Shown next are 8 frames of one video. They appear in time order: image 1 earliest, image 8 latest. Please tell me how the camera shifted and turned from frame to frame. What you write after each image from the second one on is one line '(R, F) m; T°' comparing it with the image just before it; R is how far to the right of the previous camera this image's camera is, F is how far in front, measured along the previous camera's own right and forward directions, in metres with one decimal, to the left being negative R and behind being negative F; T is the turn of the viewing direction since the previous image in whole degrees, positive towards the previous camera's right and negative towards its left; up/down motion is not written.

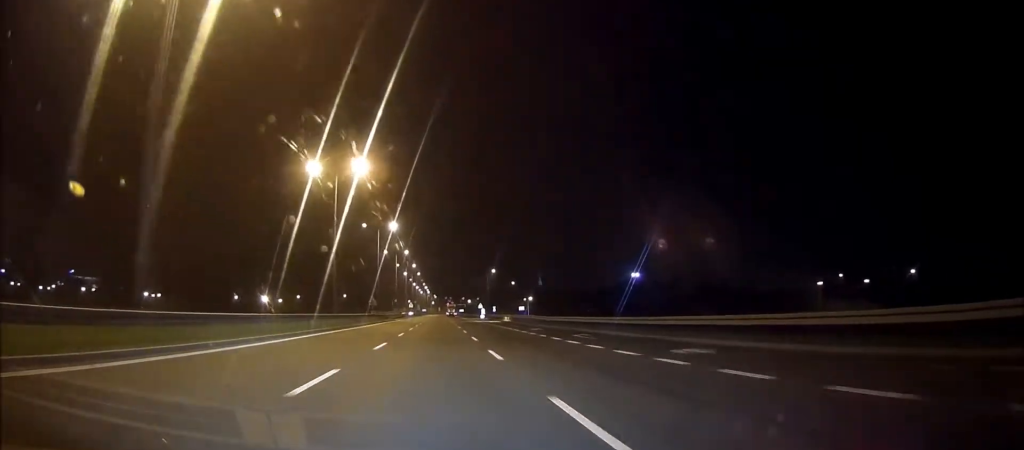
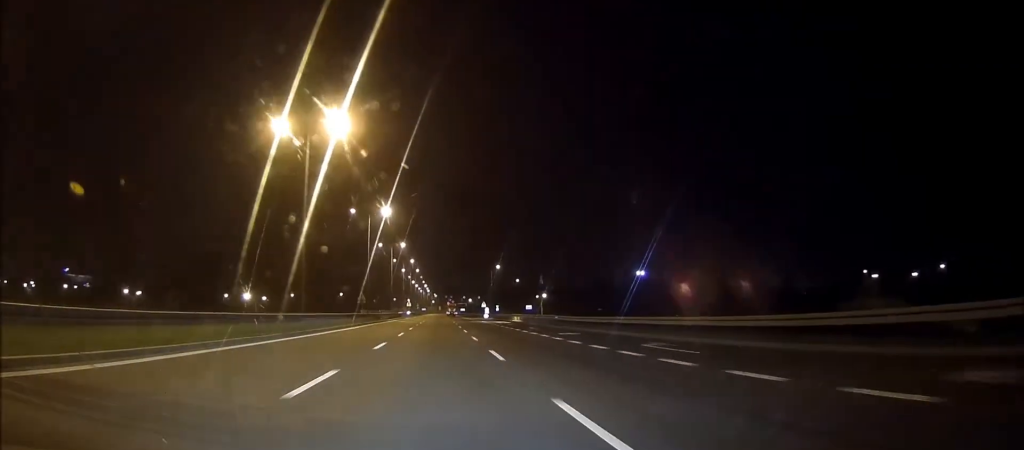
(0.0, +12.0) m; 0°
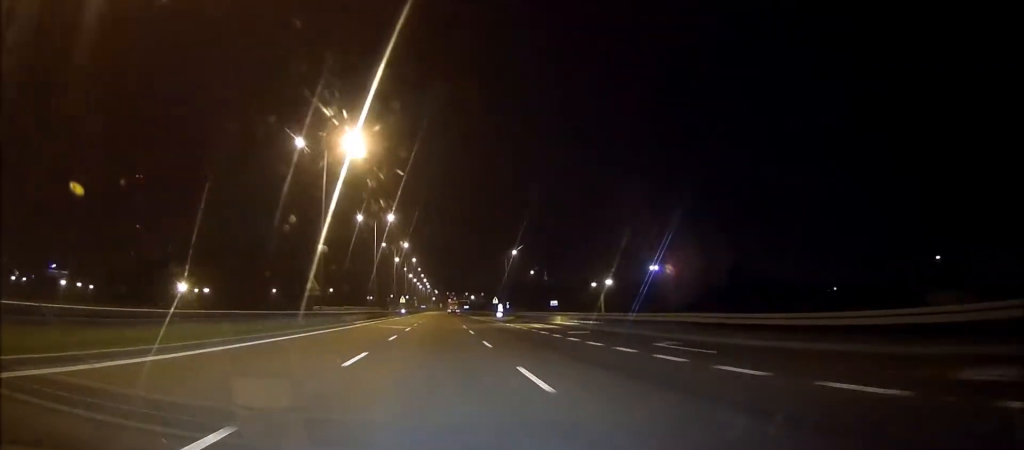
(0.0, +30.5) m; 0°
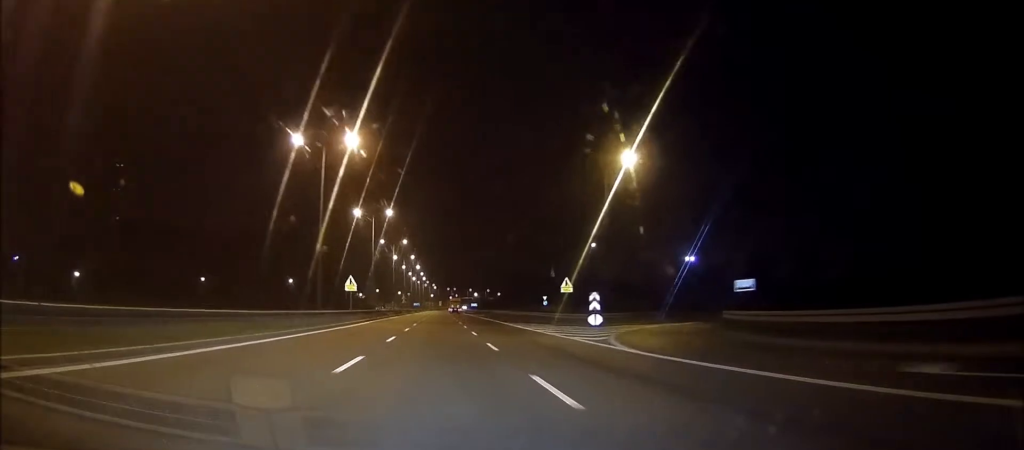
(0.0, +73.1) m; 0°
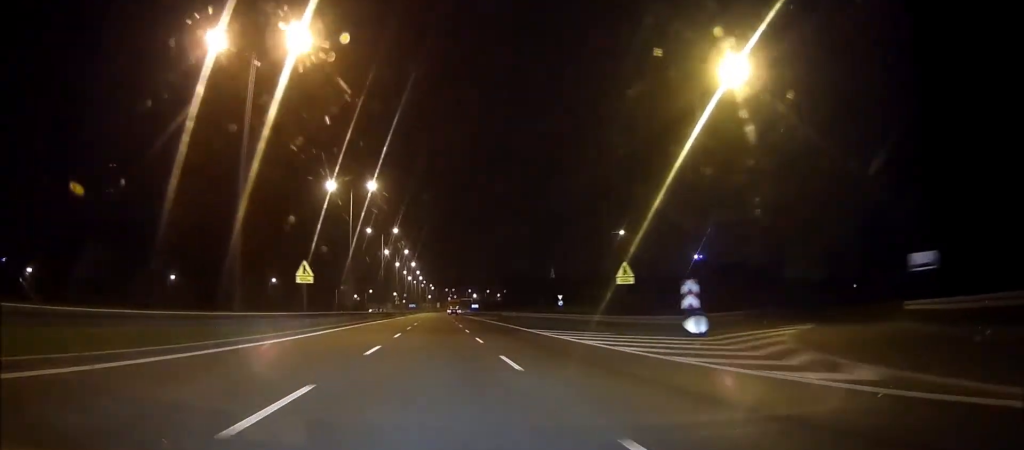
(0.0, +18.5) m; 0°
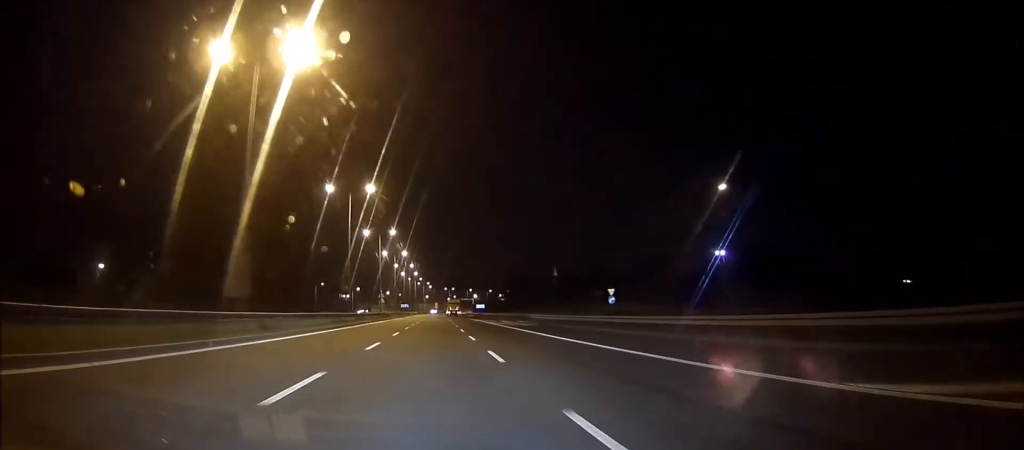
(0.0, +34.3) m; 0°
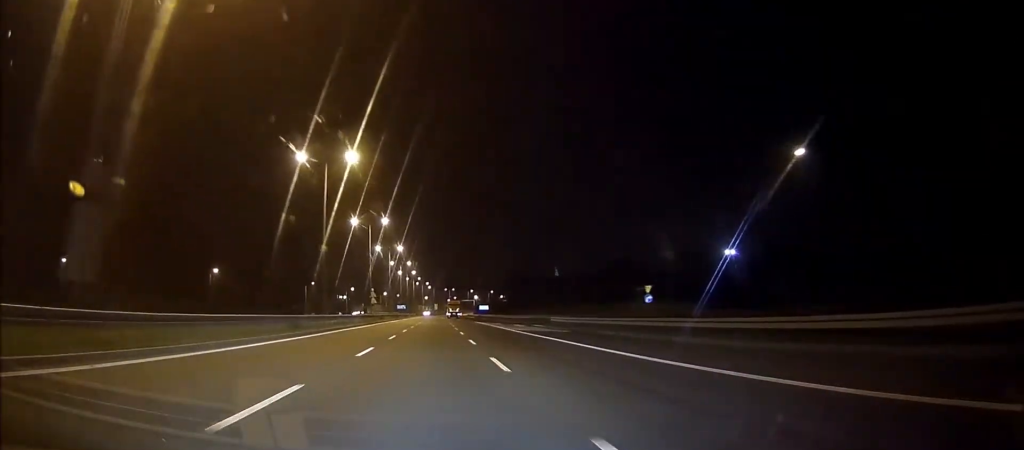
(0.0, +14.0) m; 0°
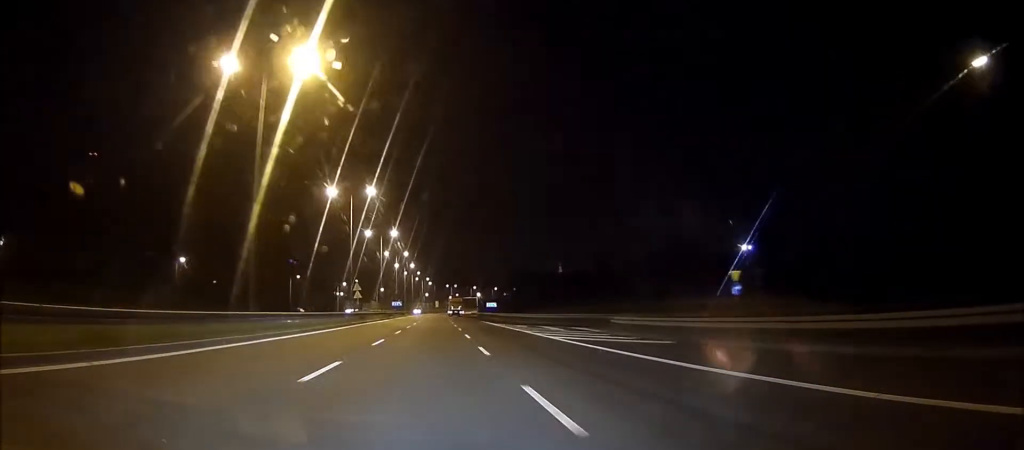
(-0.2, +19.5) m; 0°
